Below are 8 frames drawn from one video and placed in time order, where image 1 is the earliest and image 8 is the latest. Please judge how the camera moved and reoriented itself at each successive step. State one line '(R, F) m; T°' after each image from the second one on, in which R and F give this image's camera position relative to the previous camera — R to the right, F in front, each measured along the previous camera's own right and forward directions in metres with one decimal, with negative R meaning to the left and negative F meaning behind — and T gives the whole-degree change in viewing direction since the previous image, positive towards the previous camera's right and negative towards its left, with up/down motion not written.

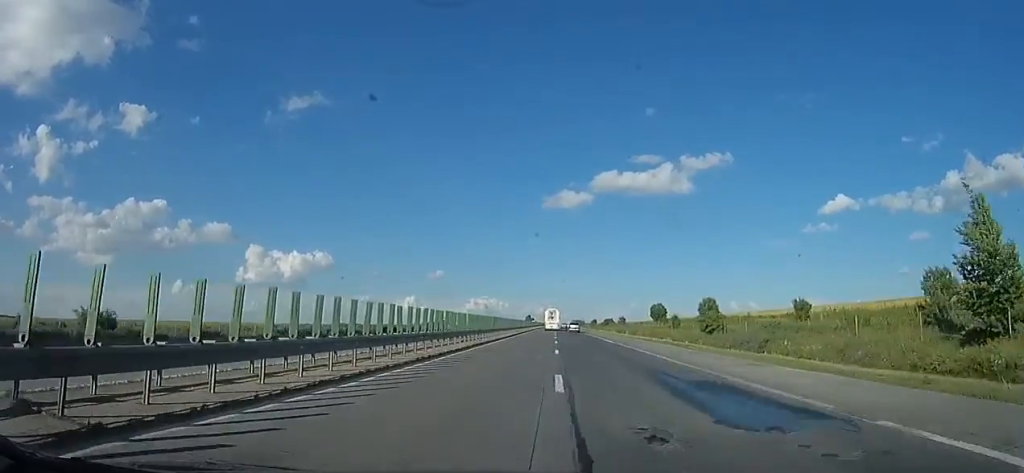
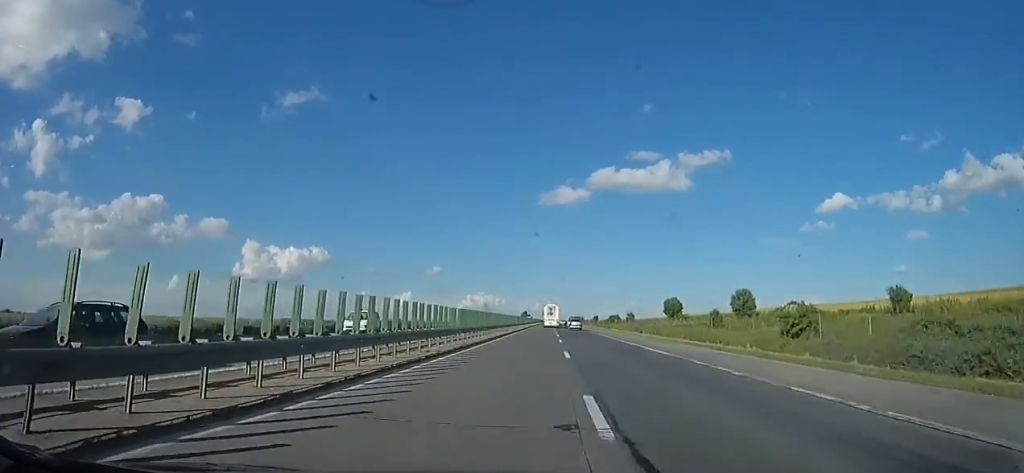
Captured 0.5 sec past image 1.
(-0.1, +15.8) m; +1°
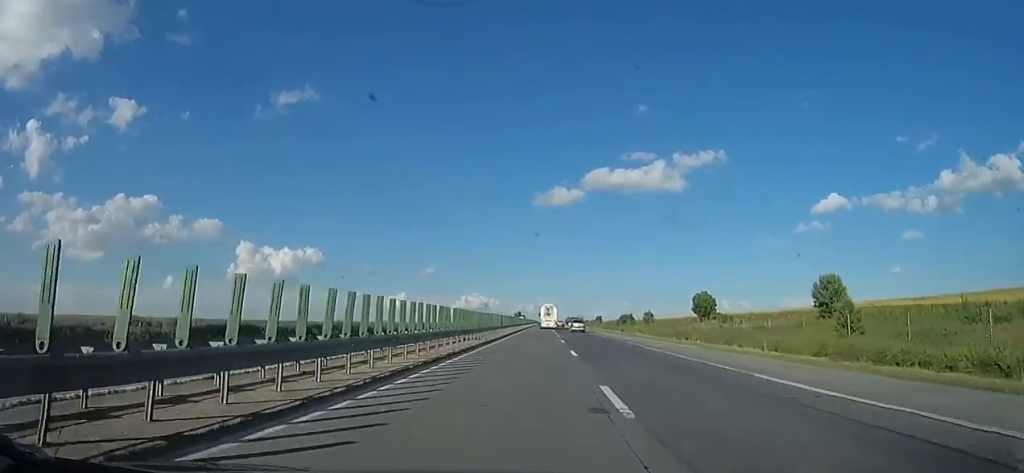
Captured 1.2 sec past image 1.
(+0.4, +22.6) m; +1°
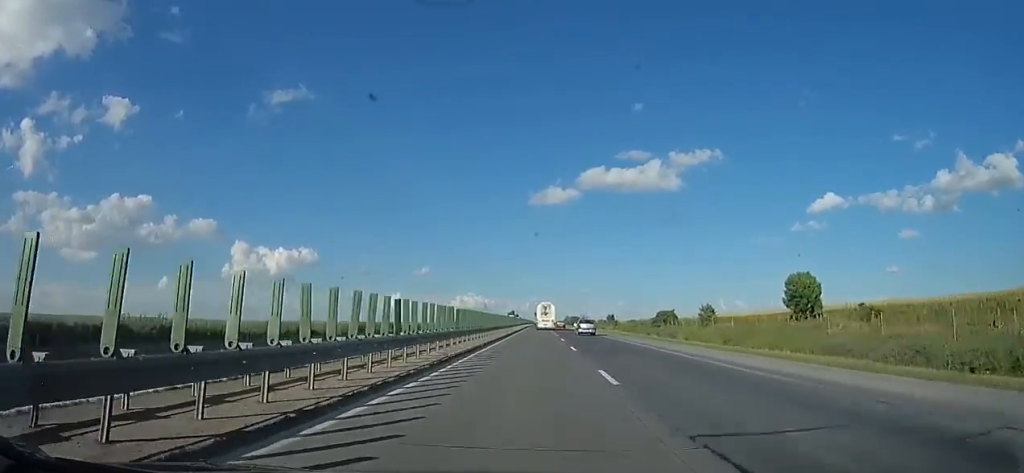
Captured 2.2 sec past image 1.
(+0.3, +32.4) m; +1°
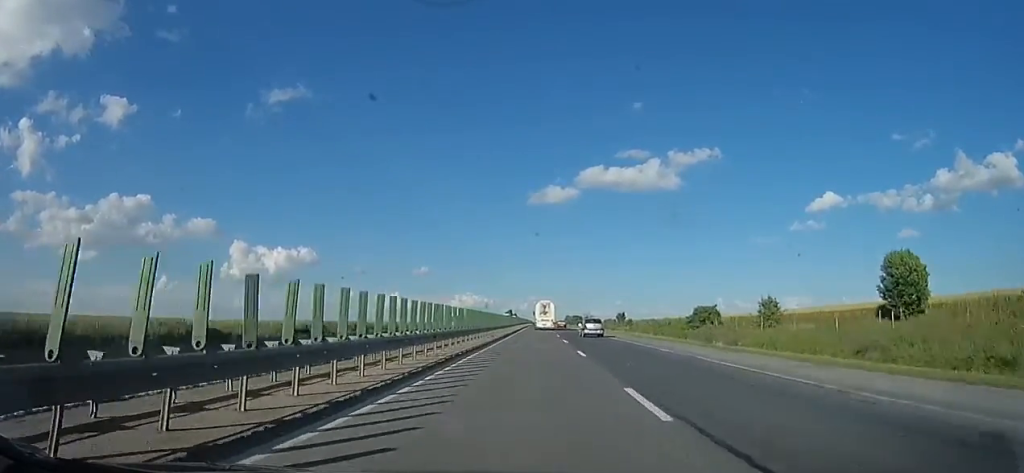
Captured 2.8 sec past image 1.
(0.0, +15.7) m; 0°
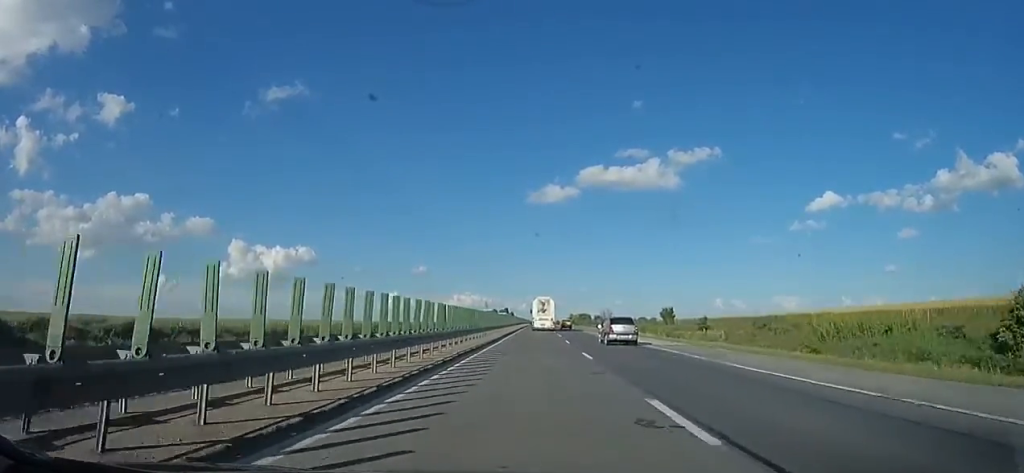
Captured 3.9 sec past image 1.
(0.0, +37.0) m; 0°
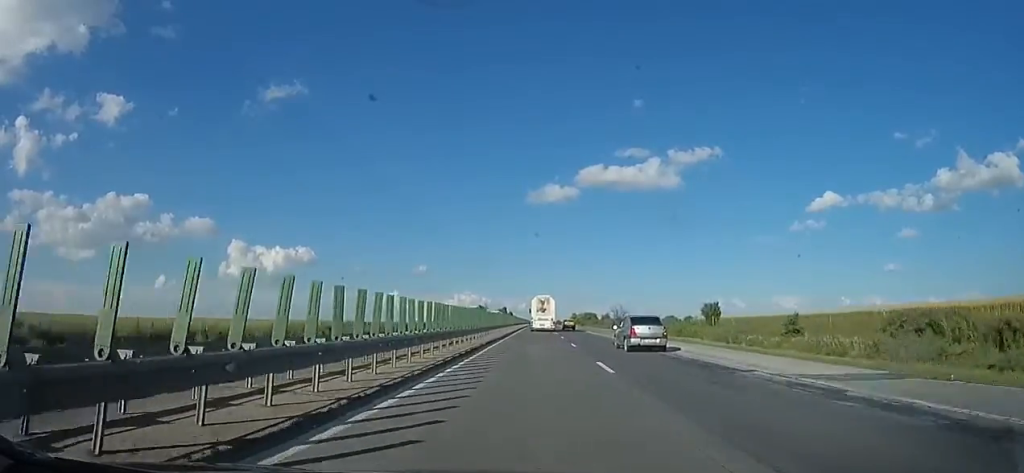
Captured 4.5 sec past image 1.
(0.0, +16.6) m; 0°
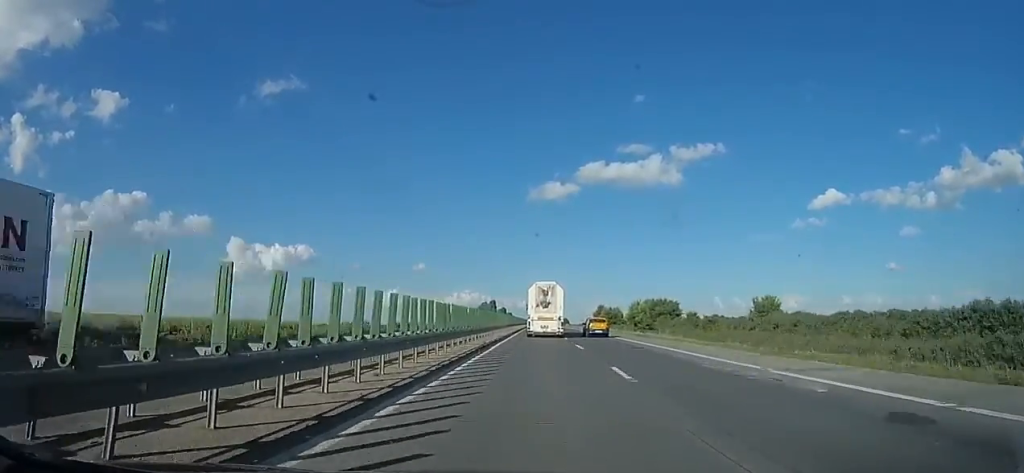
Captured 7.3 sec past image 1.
(+1.3, +86.7) m; +1°
